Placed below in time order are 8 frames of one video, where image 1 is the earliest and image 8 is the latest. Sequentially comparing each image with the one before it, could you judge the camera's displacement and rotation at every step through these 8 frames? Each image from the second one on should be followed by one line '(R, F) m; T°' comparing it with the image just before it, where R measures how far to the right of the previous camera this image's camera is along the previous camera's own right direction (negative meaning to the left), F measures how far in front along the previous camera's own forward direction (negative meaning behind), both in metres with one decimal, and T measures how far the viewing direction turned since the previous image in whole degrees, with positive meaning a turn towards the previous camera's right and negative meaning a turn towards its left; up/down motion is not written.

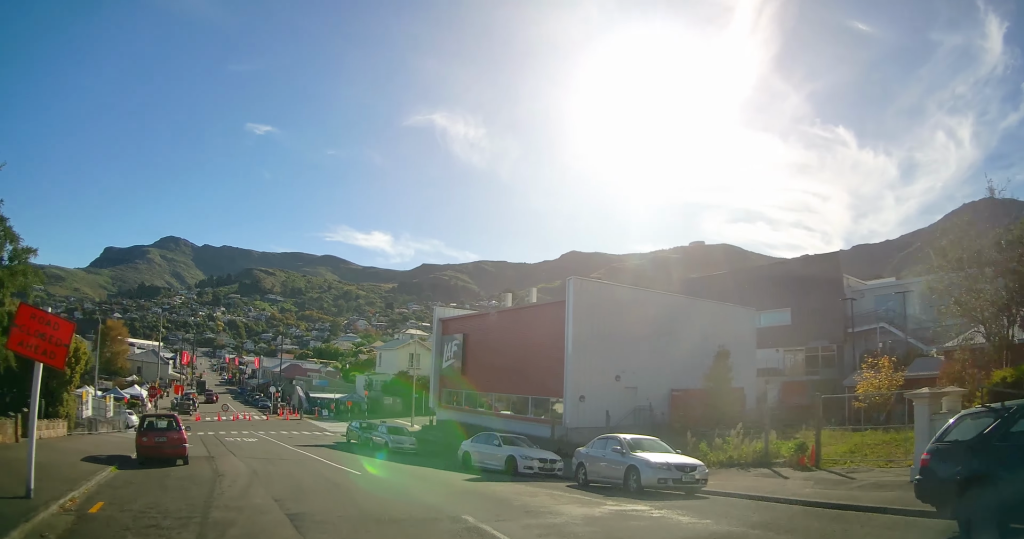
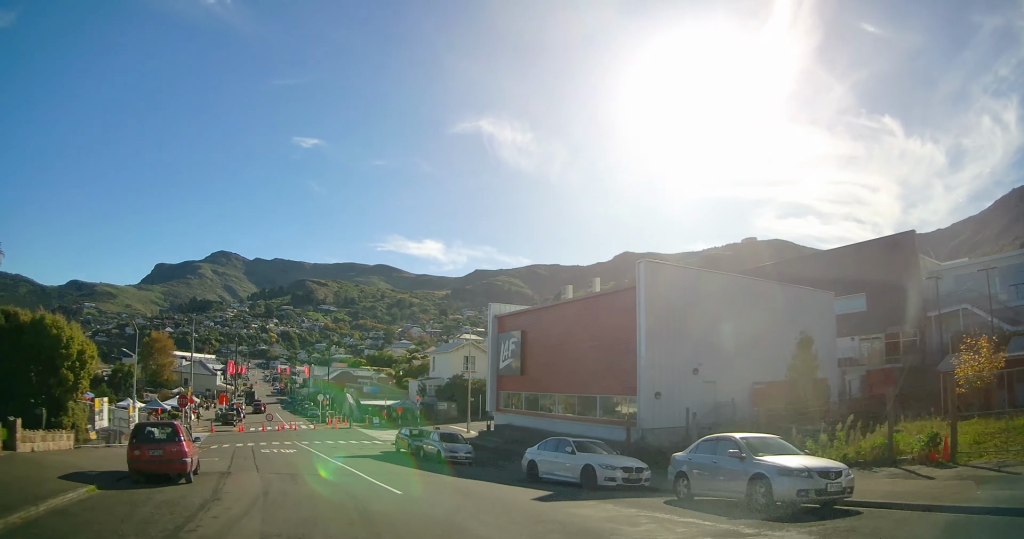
(-0.3, +3.4) m; -5°
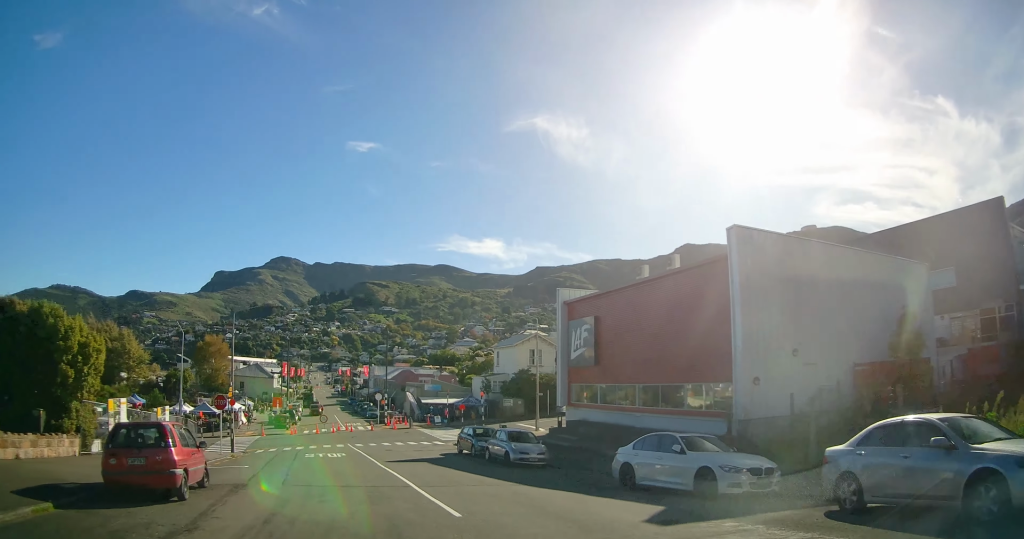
(-0.2, +3.8) m; -6°
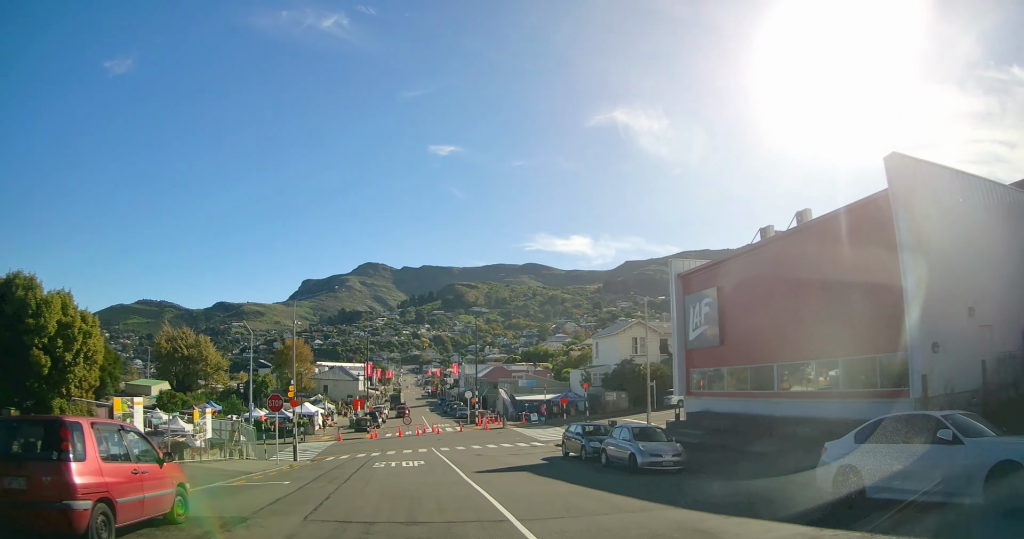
(-0.2, +5.4) m; -9°
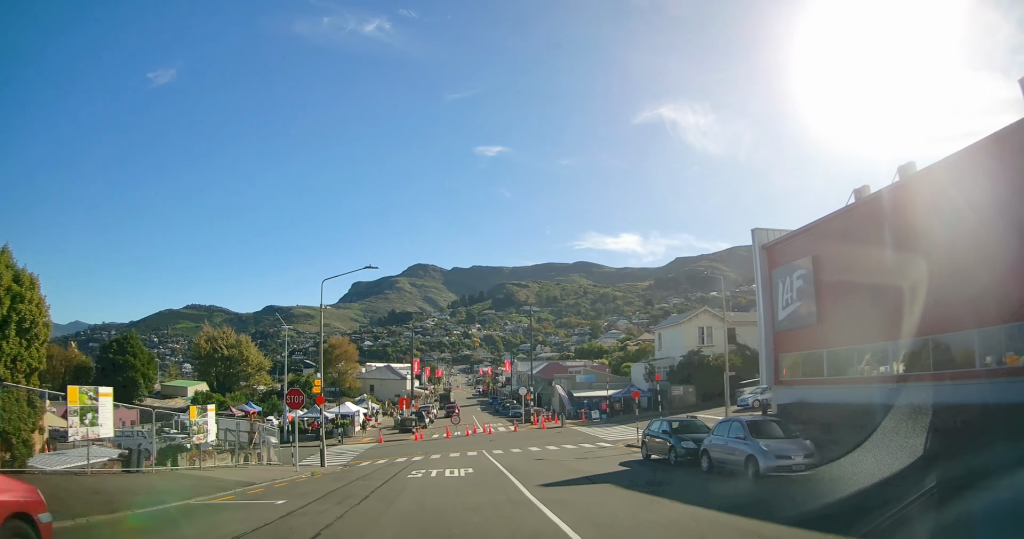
(-0.6, +4.2) m; -6°
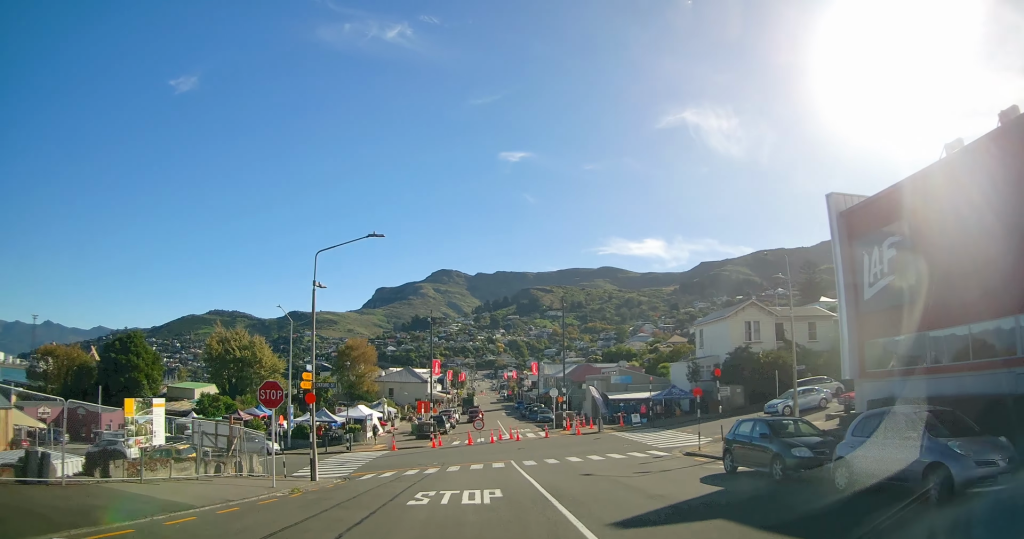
(-0.2, +4.8) m; -3°
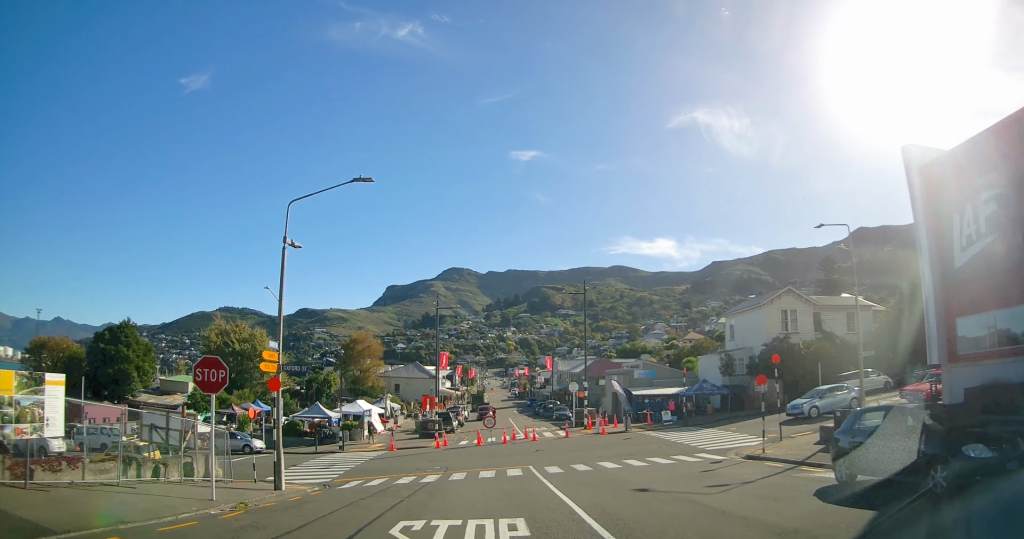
(-0.1, +4.6) m; -2°
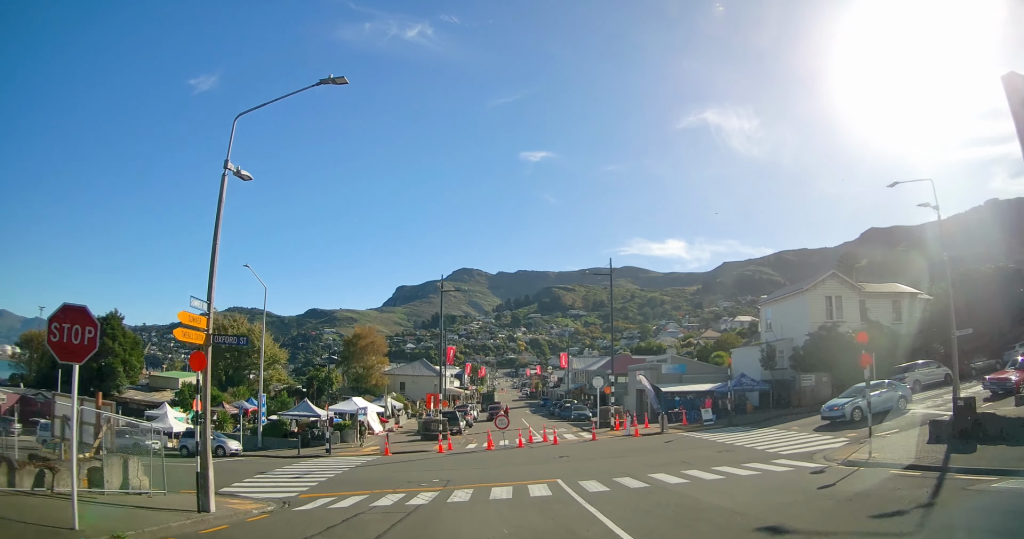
(-0.1, +4.9) m; 0°
